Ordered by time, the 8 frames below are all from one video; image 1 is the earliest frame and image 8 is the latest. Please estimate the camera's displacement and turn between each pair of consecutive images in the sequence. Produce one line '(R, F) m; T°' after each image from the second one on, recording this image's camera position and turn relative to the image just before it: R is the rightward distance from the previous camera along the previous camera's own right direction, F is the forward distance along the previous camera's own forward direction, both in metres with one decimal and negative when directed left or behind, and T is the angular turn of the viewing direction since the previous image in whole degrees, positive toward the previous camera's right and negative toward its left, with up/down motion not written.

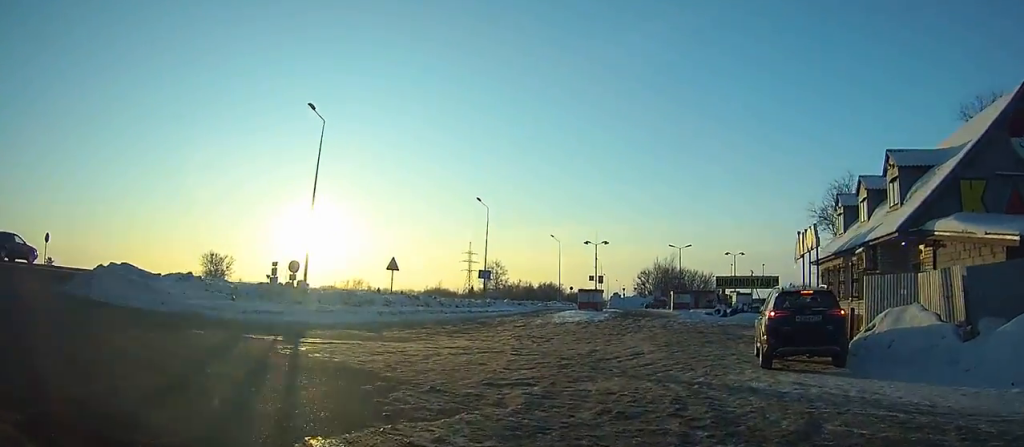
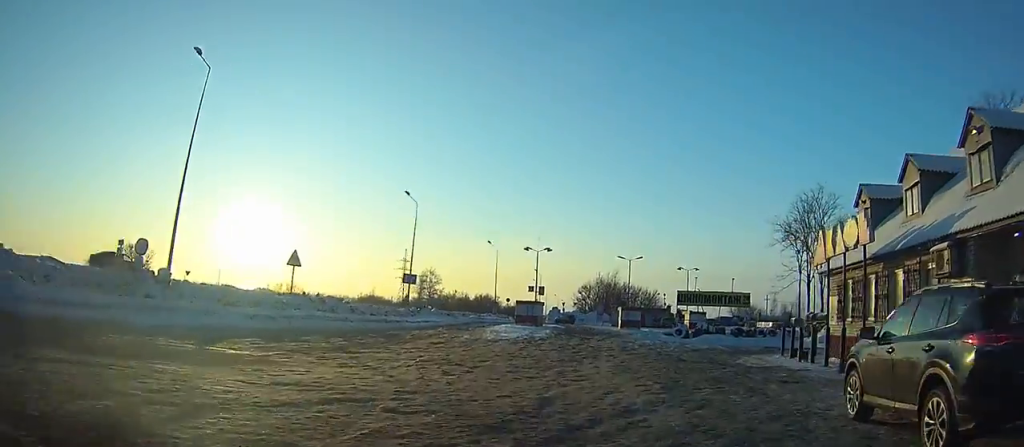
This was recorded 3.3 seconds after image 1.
(+0.4, +7.5) m; +4°
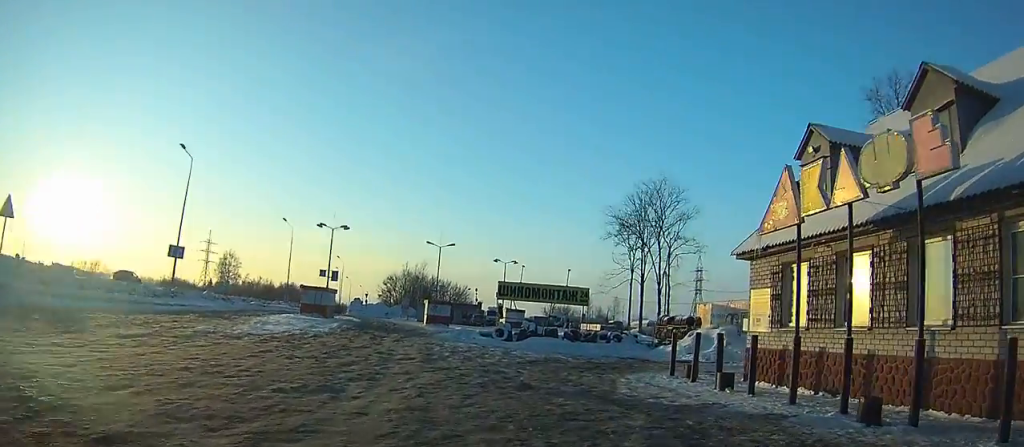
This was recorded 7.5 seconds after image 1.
(+0.7, +9.4) m; +8°
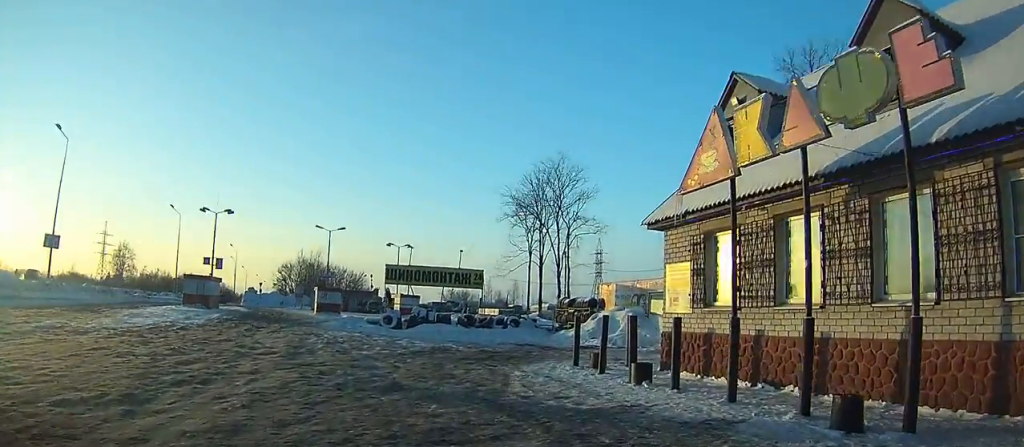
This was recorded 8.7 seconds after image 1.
(+0.3, +2.6) m; +1°
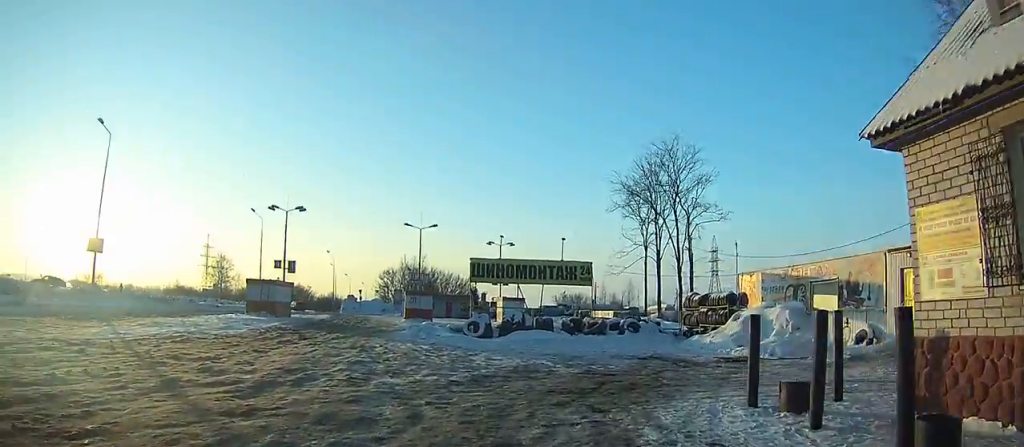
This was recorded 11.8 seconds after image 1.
(-0.1, +6.3) m; -21°
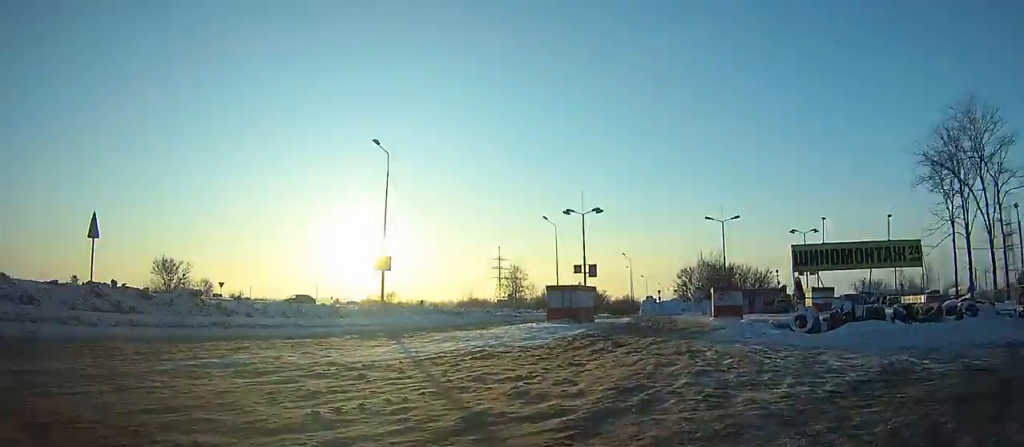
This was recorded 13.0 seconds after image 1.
(-0.2, +1.9) m; -16°
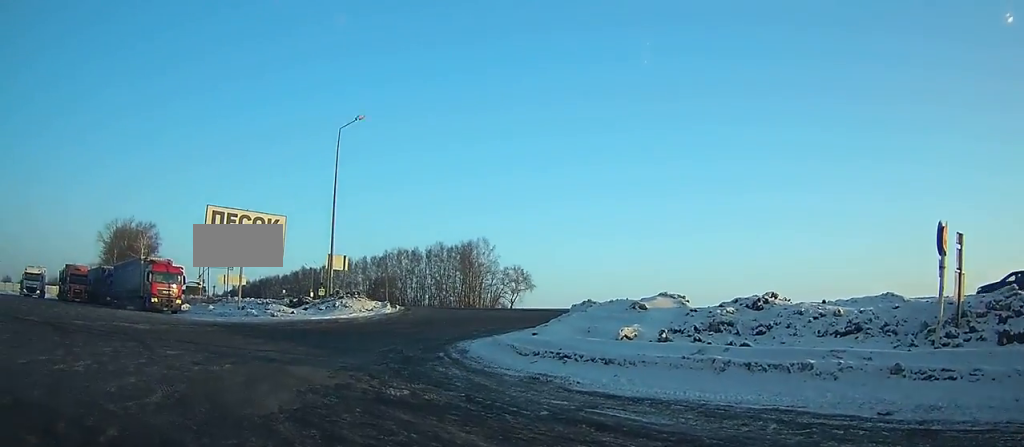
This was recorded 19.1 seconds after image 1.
(-4.7, +3.9) m; -136°
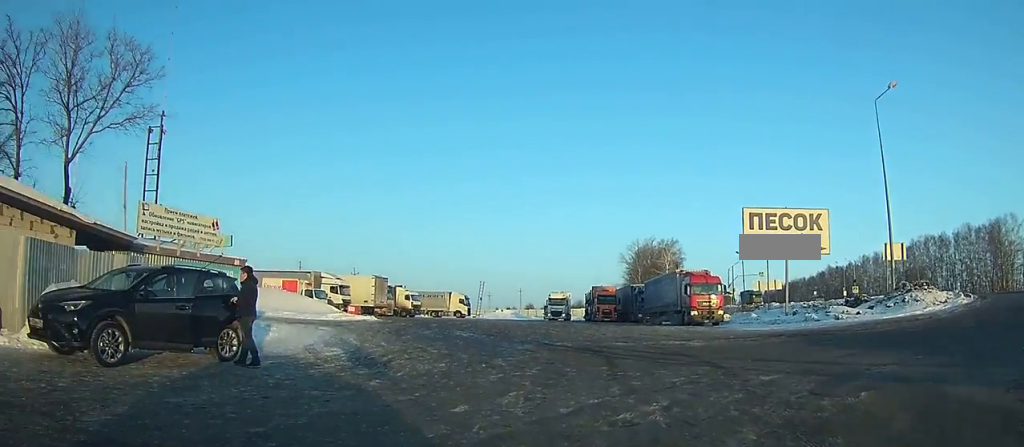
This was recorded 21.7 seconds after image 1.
(-1.8, +2.6) m; -45°
